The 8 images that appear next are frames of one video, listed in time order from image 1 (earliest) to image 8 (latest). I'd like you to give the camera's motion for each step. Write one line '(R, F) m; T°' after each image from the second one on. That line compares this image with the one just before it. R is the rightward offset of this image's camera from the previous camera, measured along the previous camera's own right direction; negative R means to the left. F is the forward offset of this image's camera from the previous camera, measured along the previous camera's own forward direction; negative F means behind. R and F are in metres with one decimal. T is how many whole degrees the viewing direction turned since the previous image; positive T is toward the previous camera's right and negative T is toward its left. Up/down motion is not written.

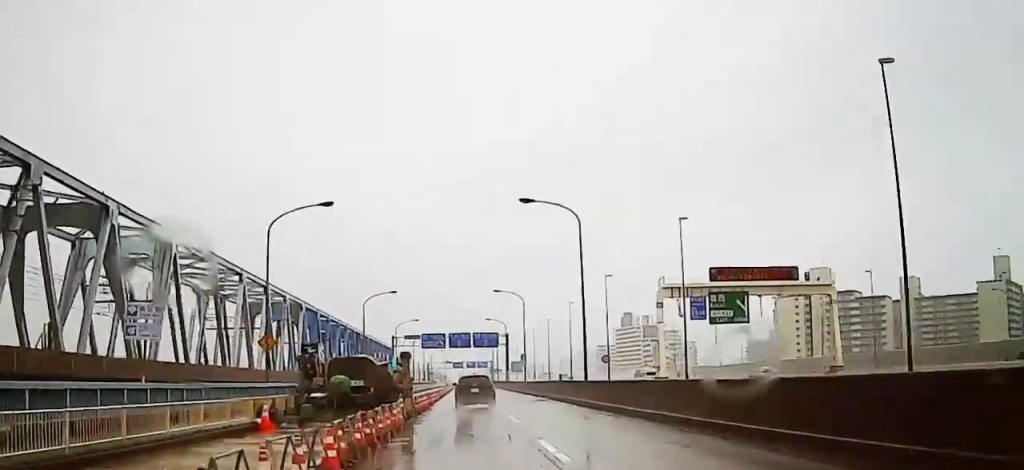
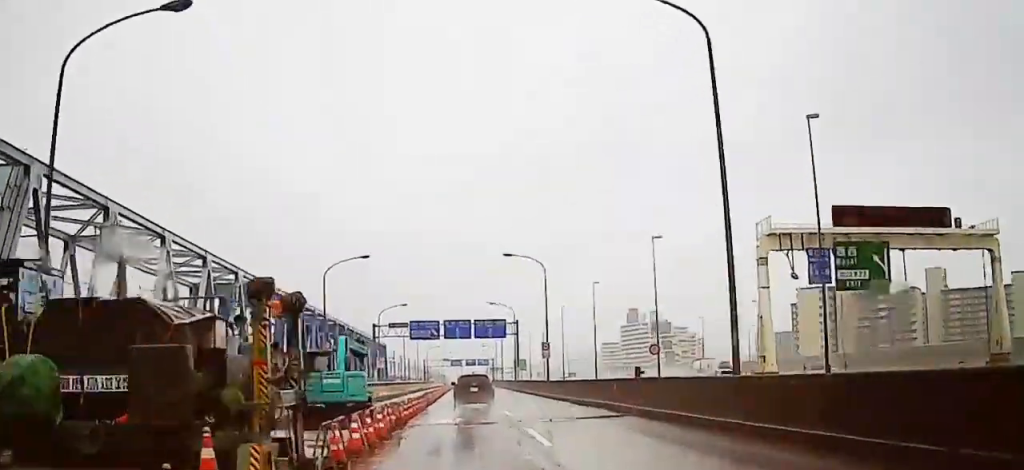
(-0.3, +26.1) m; 0°
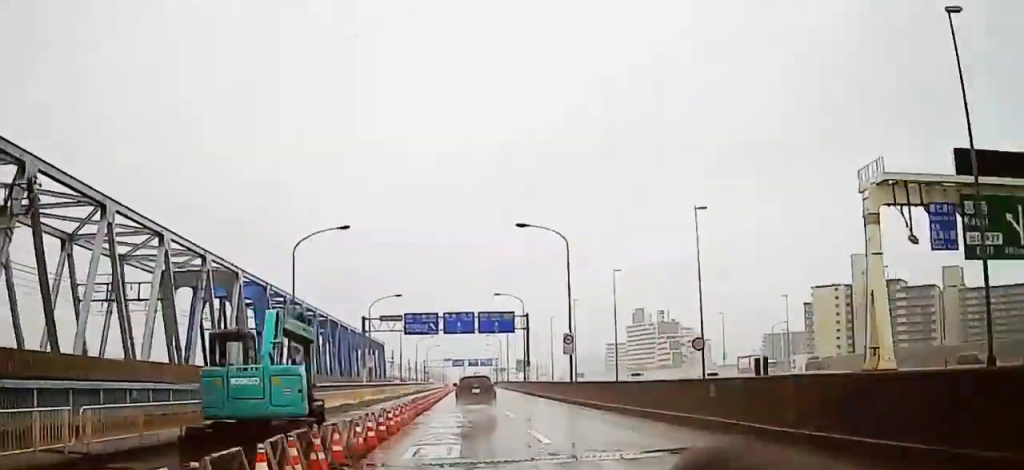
(+0.2, +13.5) m; +1°
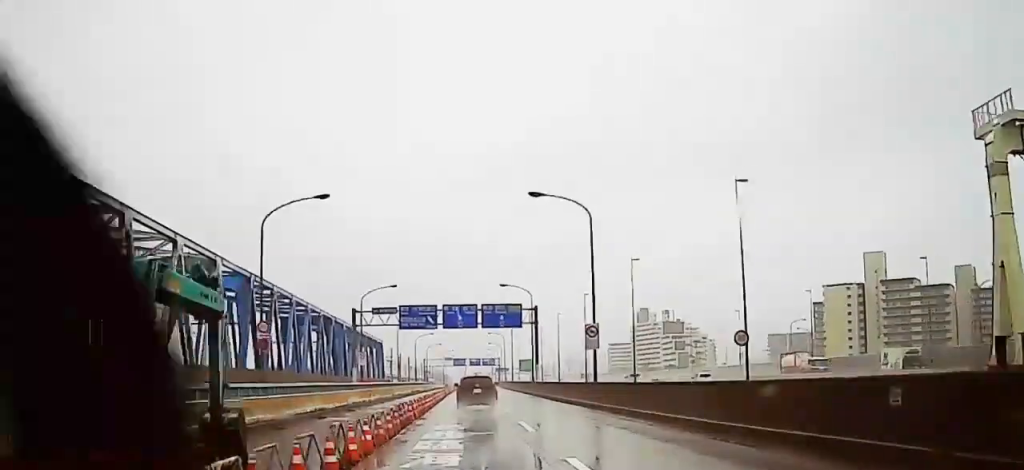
(0.0, +9.8) m; 0°
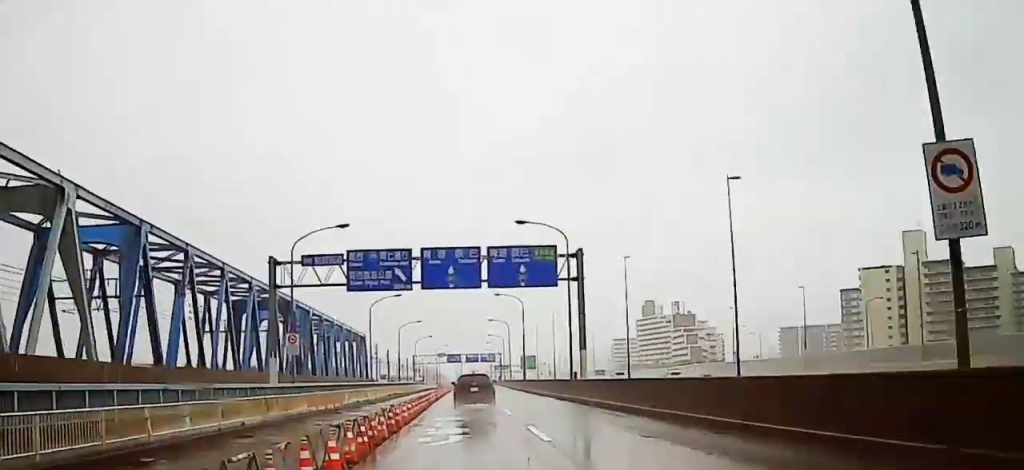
(0.0, +34.7) m; 0°
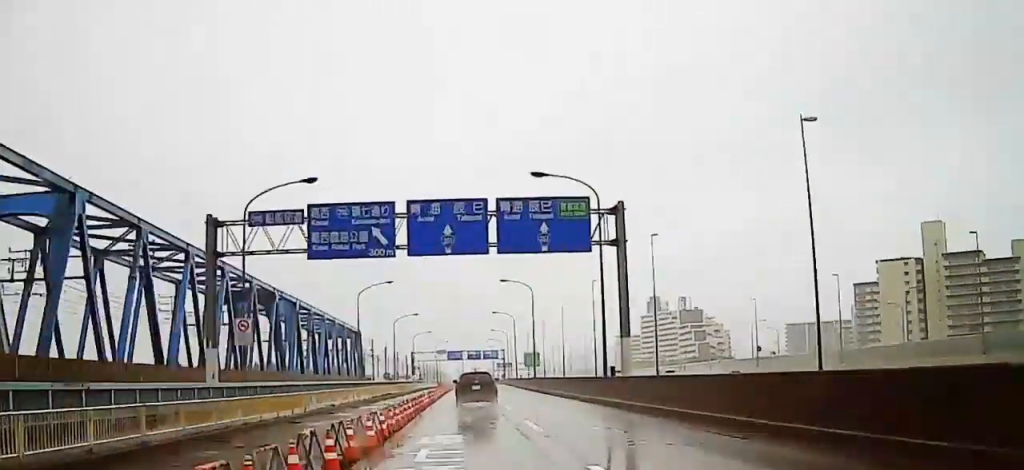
(0.0, +12.8) m; 0°
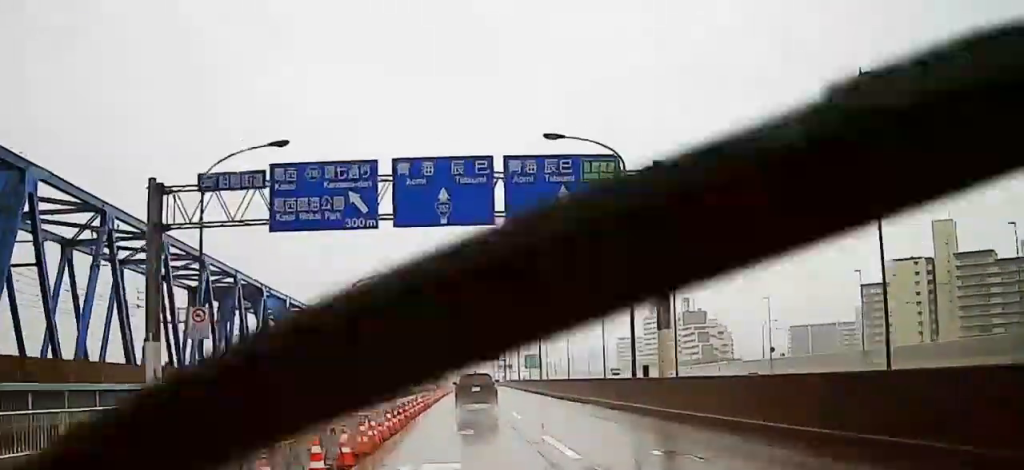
(0.0, +7.2) m; 0°
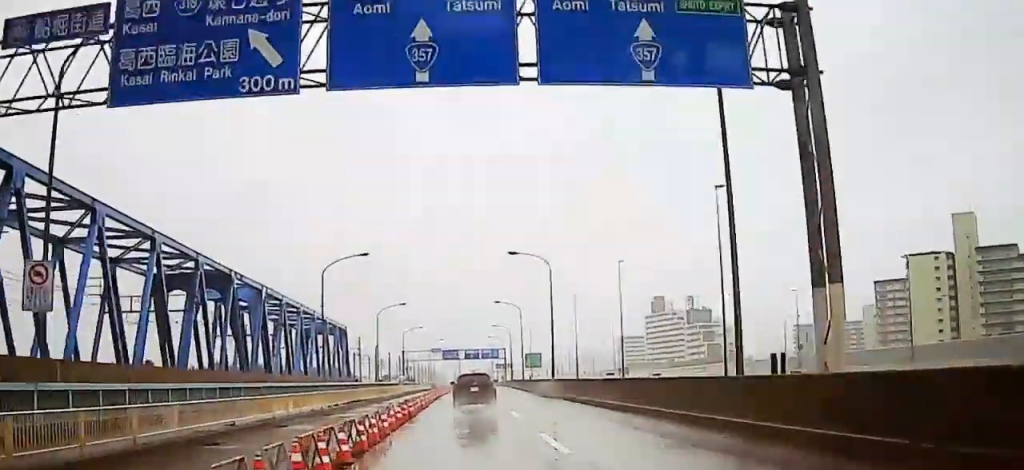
(0.0, +13.9) m; -1°
